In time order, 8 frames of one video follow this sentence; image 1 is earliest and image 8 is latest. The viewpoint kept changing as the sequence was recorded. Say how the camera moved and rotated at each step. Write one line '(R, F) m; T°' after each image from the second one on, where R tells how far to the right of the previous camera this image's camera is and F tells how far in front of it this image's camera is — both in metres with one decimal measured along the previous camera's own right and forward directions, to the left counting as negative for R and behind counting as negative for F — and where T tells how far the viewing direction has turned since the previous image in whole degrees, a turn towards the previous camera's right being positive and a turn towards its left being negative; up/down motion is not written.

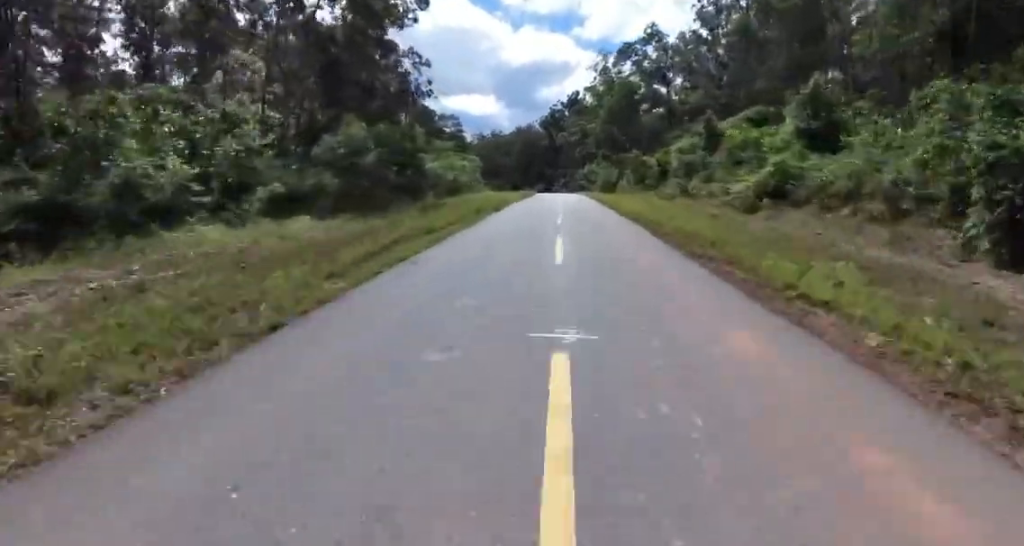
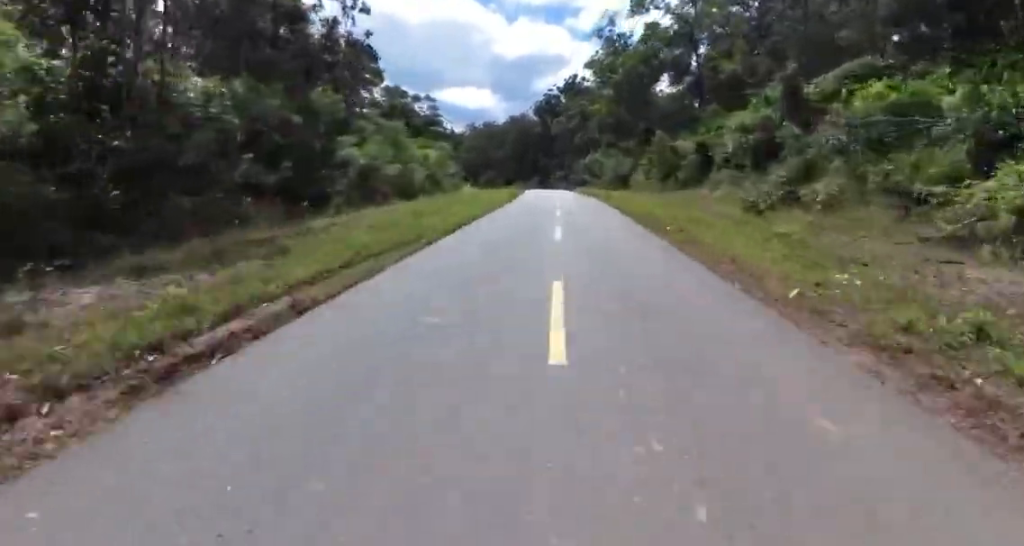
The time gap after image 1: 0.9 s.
(0.0, +21.2) m; 0°
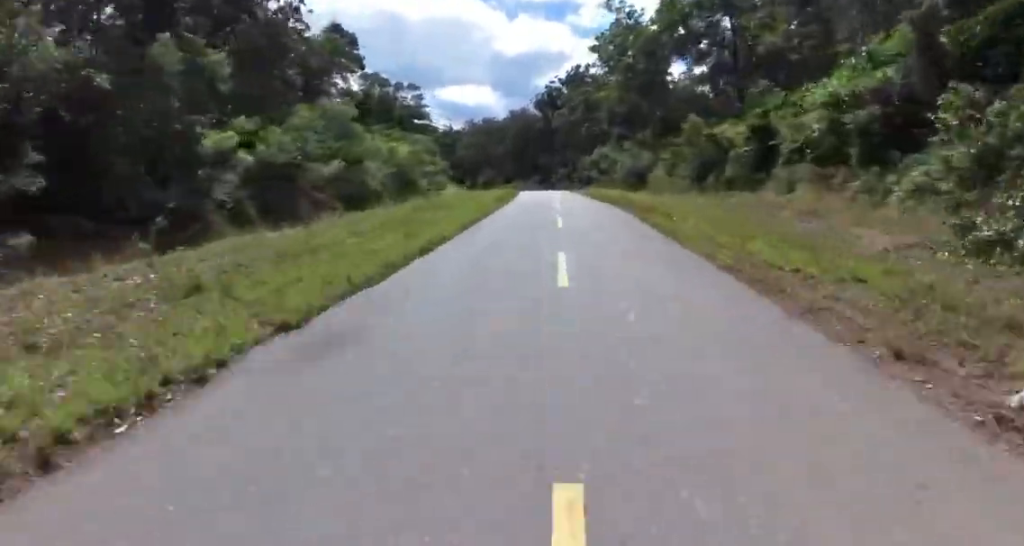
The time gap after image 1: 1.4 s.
(0.0, +12.9) m; 0°
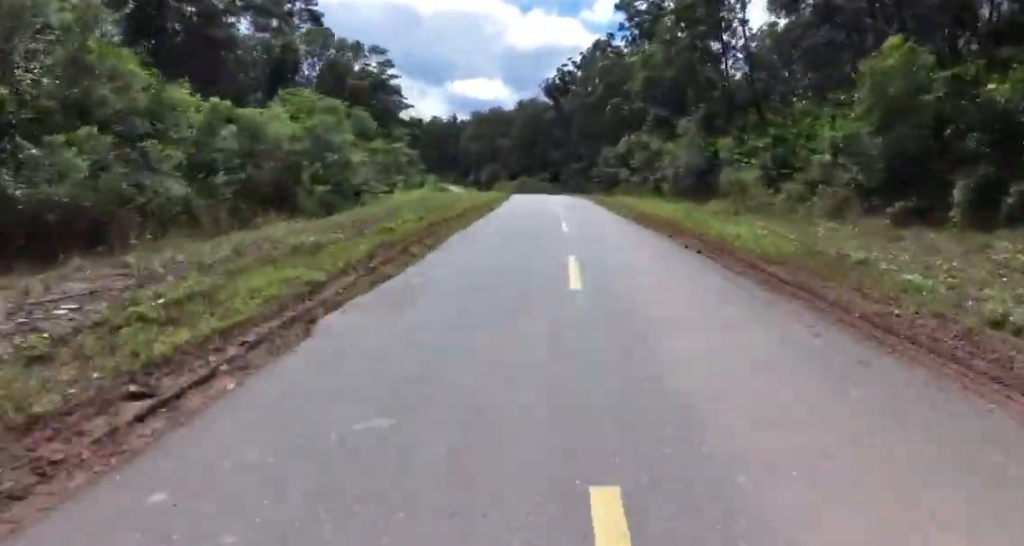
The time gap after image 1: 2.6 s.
(-0.1, +26.8) m; -1°
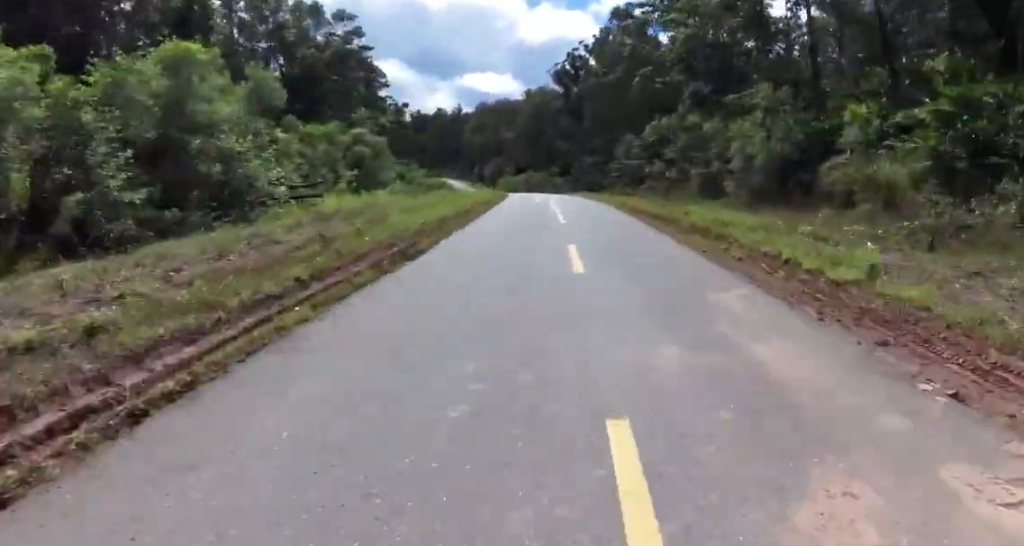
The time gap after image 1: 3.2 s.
(-0.3, +13.9) m; -1°
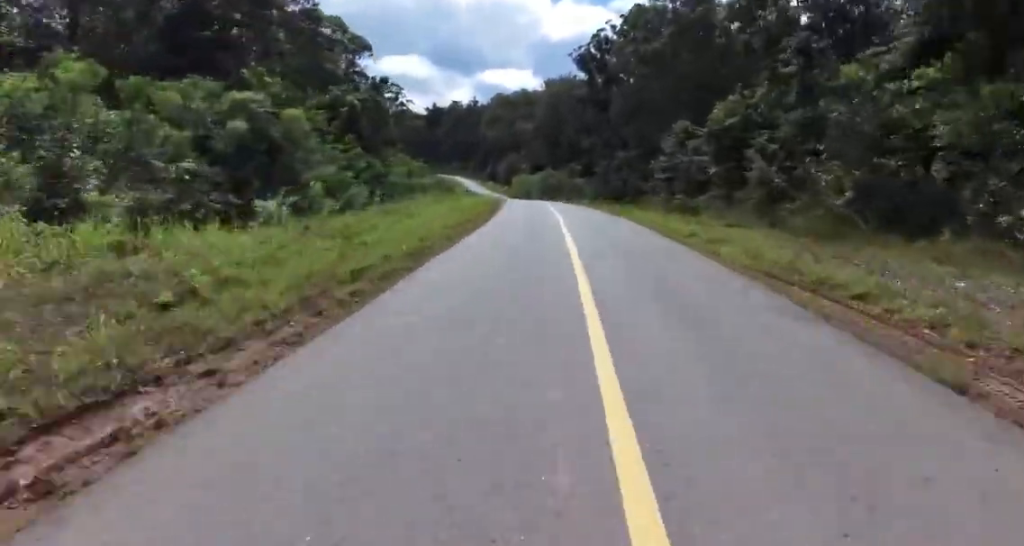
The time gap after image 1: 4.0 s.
(-0.1, +19.2) m; -2°
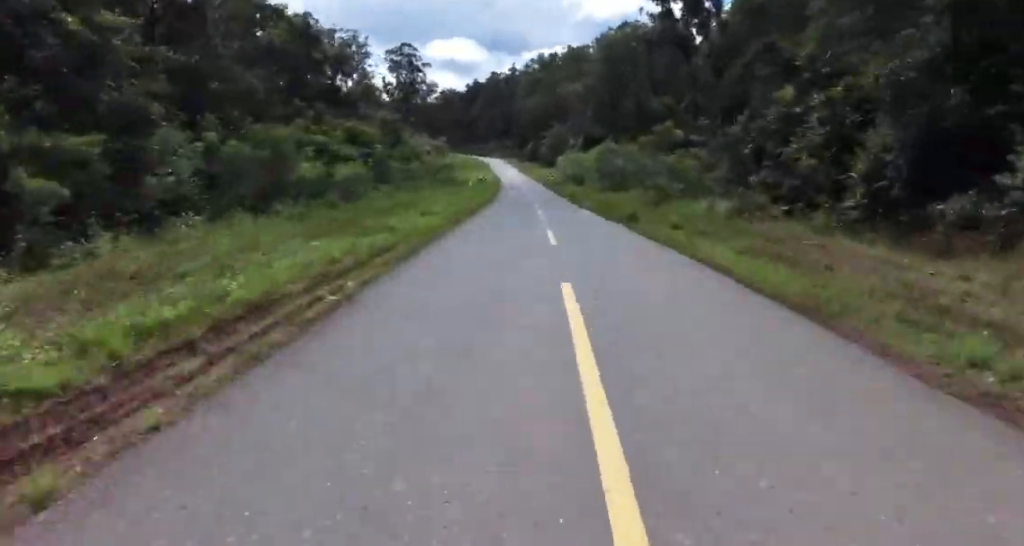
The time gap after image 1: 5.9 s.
(-2.9, +43.6) m; -6°
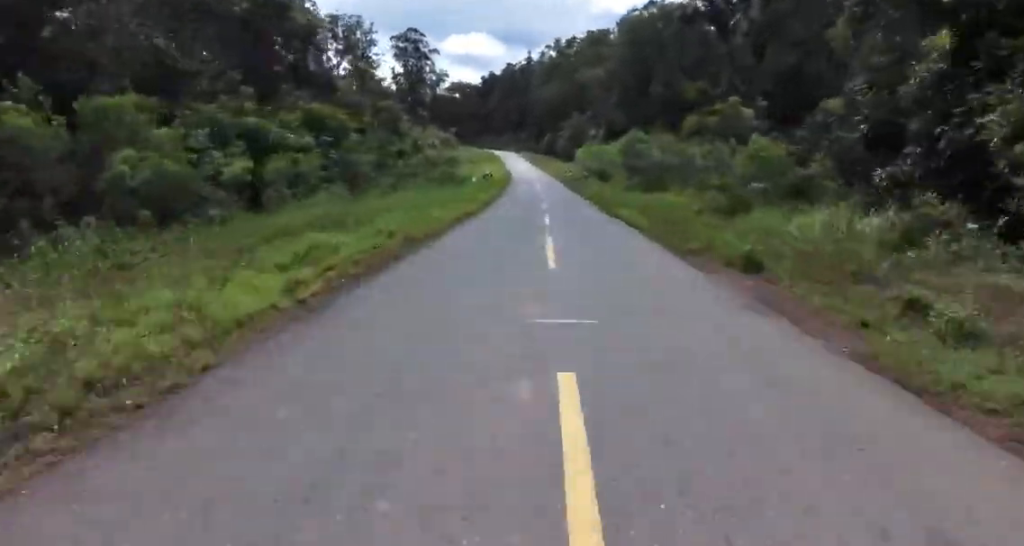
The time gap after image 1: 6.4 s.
(+0.1, +11.5) m; 0°
